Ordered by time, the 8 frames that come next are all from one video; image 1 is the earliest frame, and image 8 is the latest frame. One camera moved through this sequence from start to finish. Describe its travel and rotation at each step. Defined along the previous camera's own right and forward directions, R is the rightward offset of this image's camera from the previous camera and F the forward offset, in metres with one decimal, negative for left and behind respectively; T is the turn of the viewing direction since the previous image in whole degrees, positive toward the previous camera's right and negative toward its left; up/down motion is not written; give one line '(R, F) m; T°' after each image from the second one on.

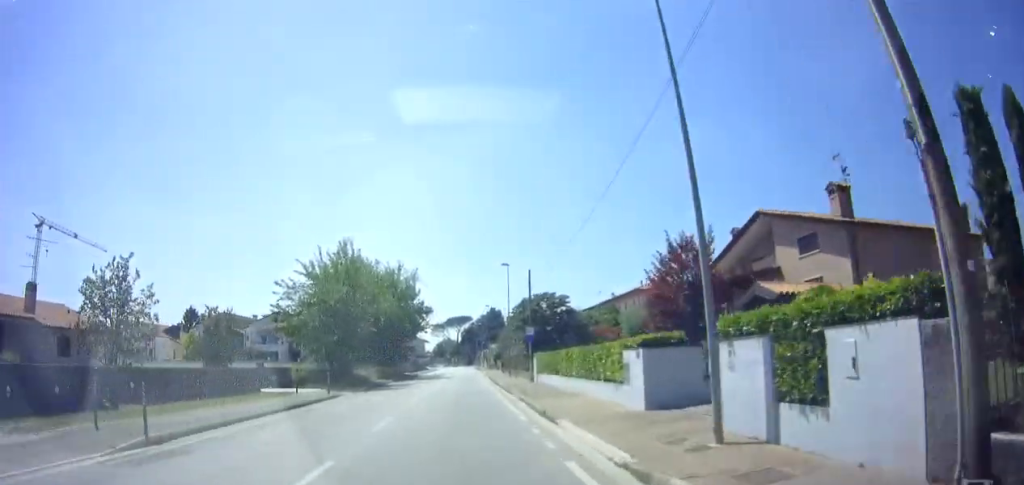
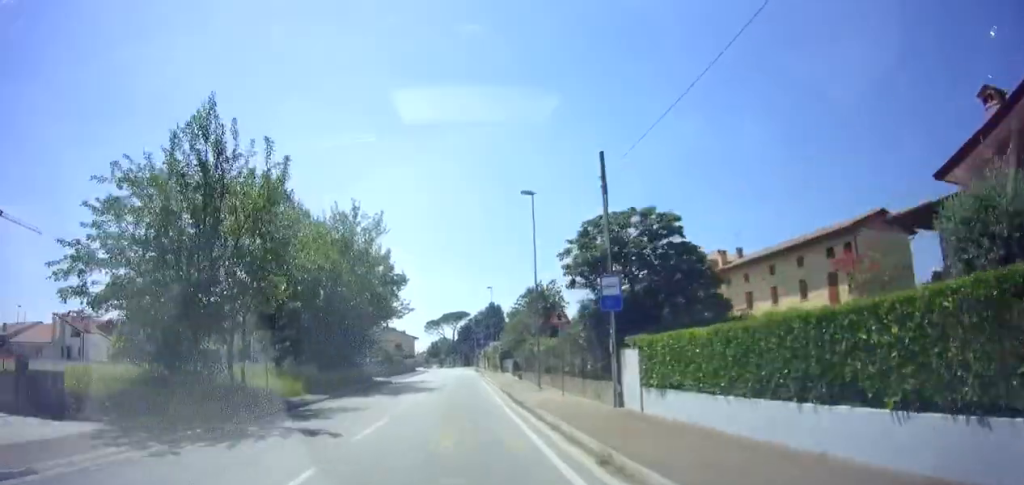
(0.0, +19.2) m; 0°
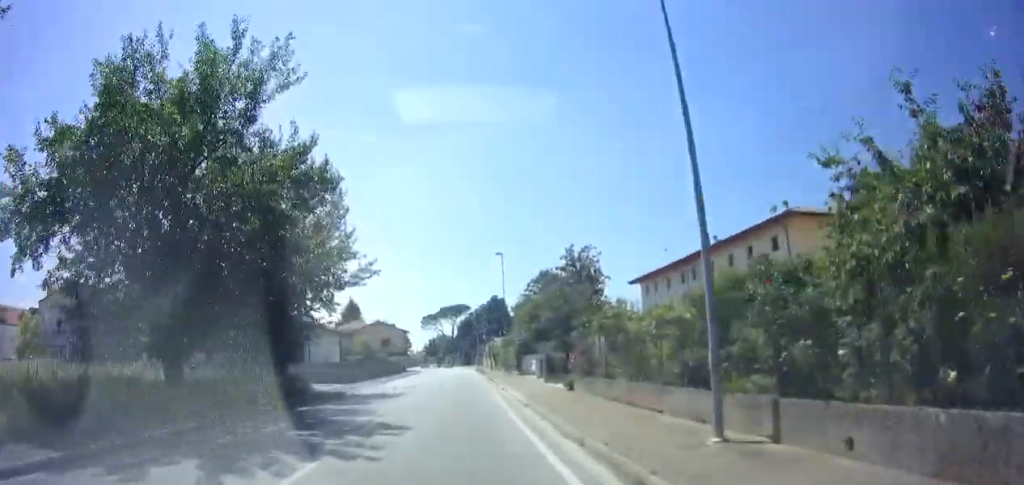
(0.0, +17.3) m; -2°
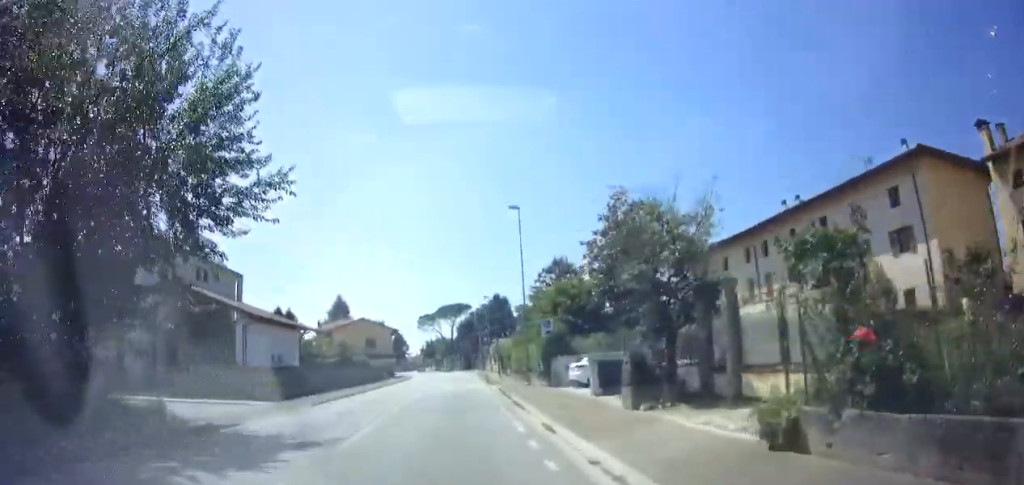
(-0.3, +13.1) m; -1°
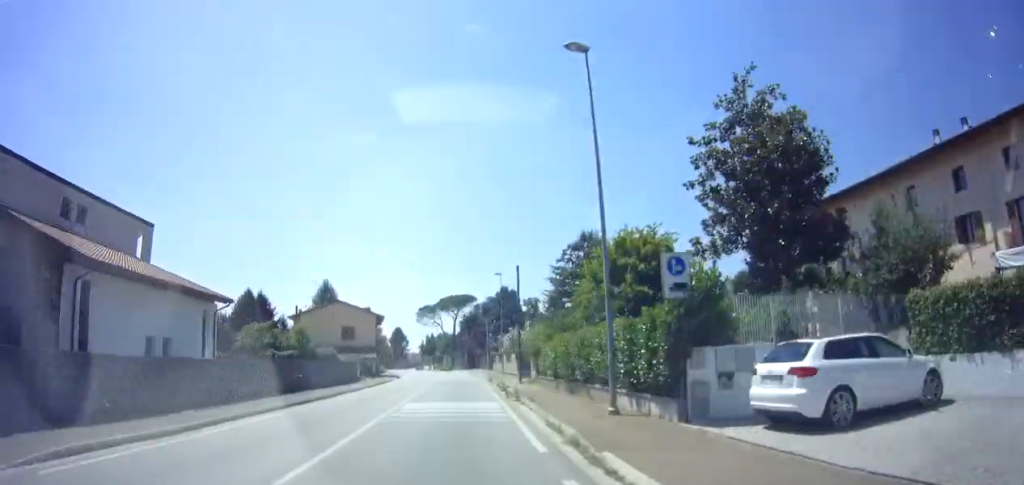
(+0.2, +15.4) m; +1°
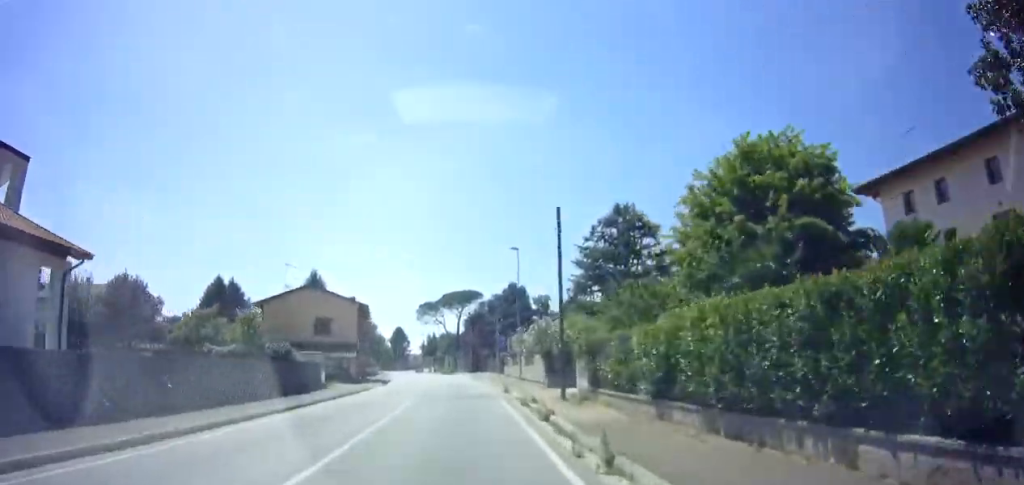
(+0.1, +11.7) m; -1°
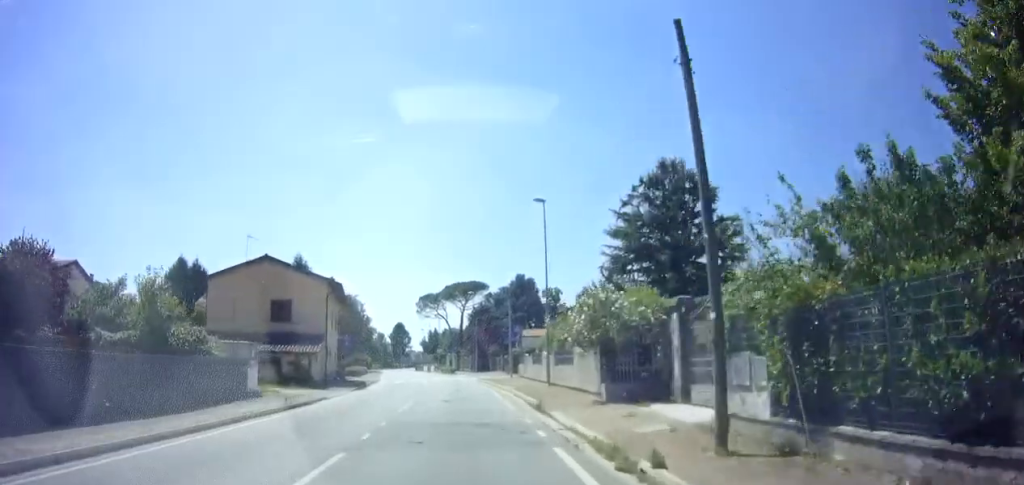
(-0.2, +10.9) m; -2°
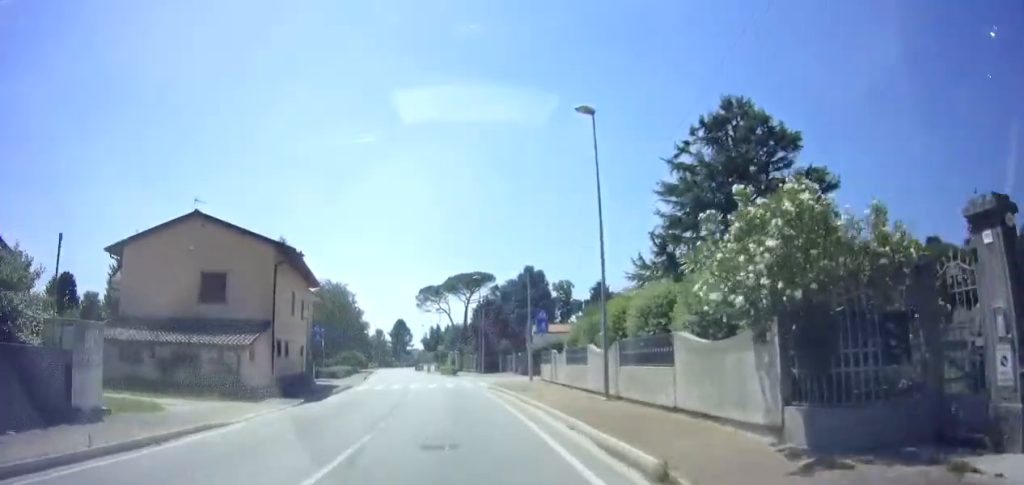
(-0.2, +10.1) m; -2°
